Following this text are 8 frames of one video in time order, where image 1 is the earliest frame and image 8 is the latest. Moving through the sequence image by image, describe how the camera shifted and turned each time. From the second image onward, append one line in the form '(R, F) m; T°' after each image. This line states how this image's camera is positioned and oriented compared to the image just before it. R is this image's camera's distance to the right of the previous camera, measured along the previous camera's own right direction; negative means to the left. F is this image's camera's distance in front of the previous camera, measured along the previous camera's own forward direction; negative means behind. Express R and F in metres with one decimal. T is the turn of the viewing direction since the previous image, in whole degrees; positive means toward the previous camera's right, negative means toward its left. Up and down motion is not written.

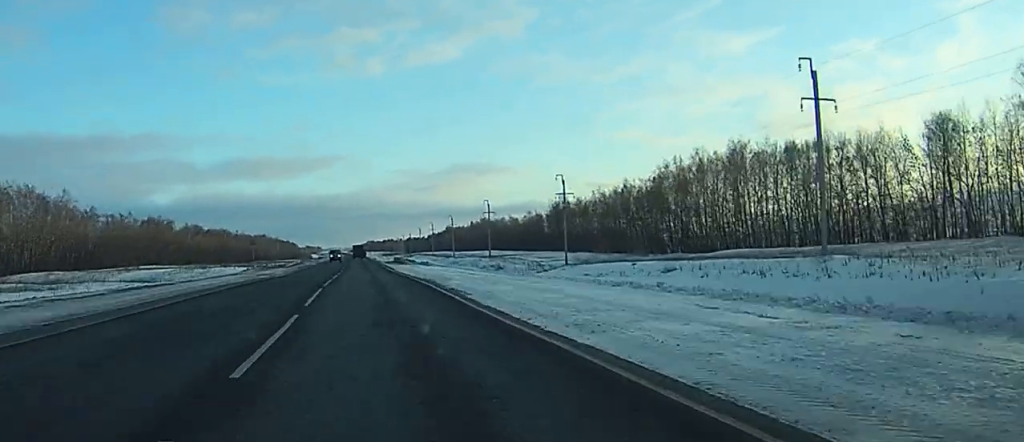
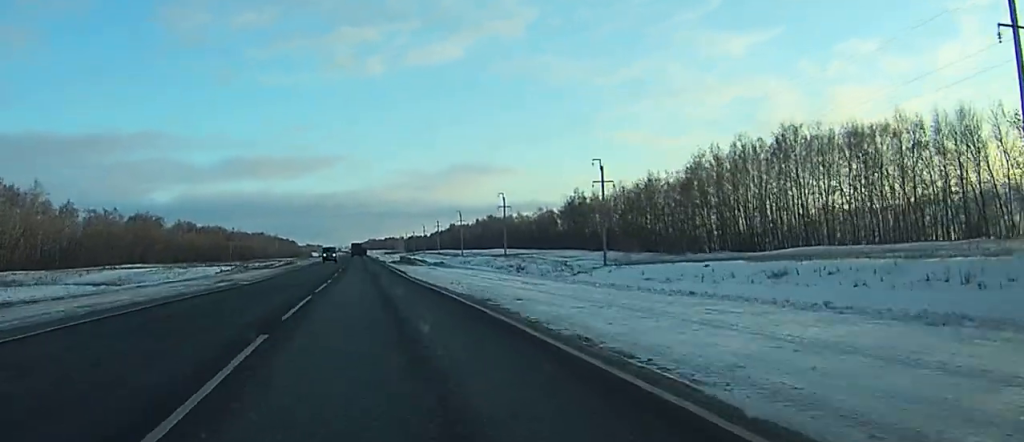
(-0.2, +16.8) m; -1°
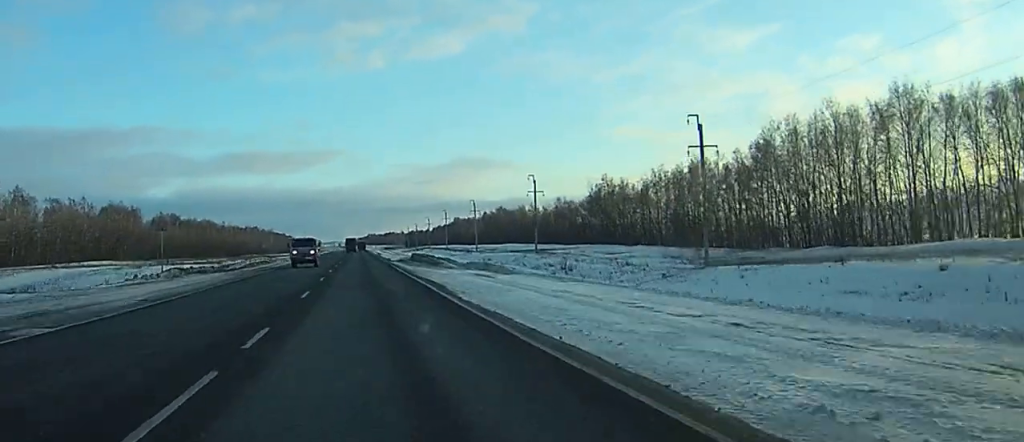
(-0.6, +25.9) m; 0°
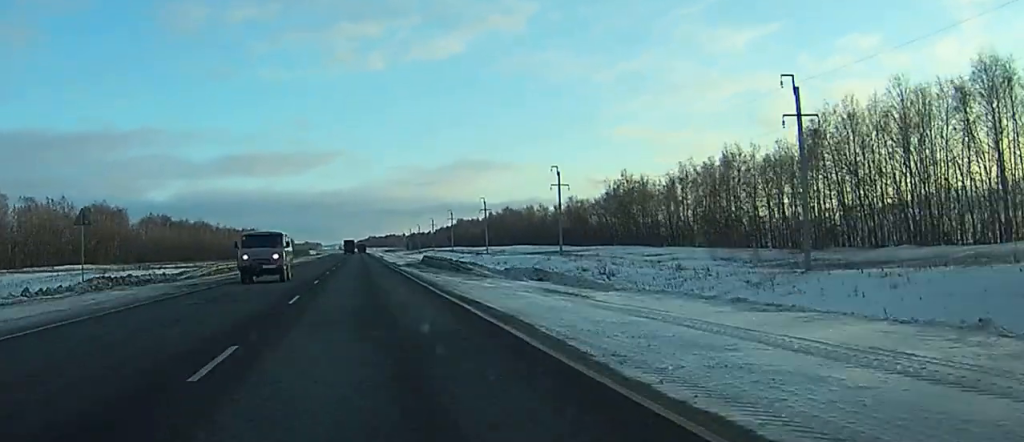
(+0.3, +14.3) m; +1°
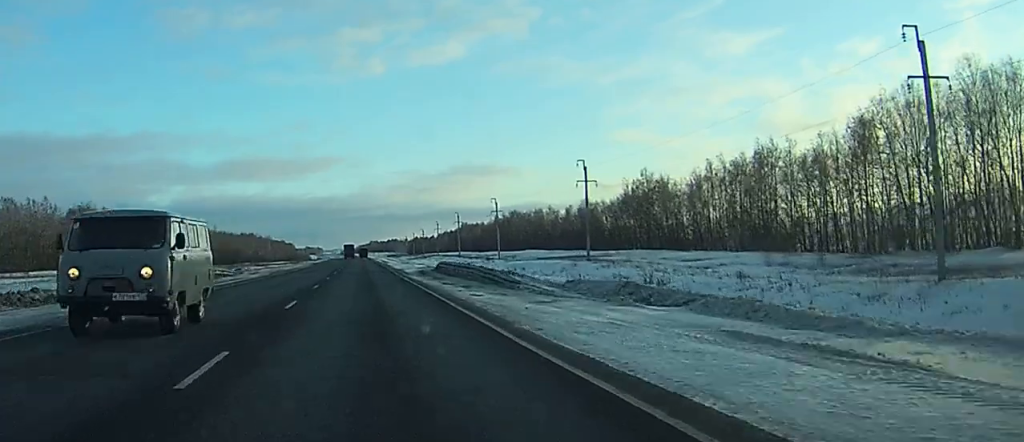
(+0.1, +11.7) m; 0°
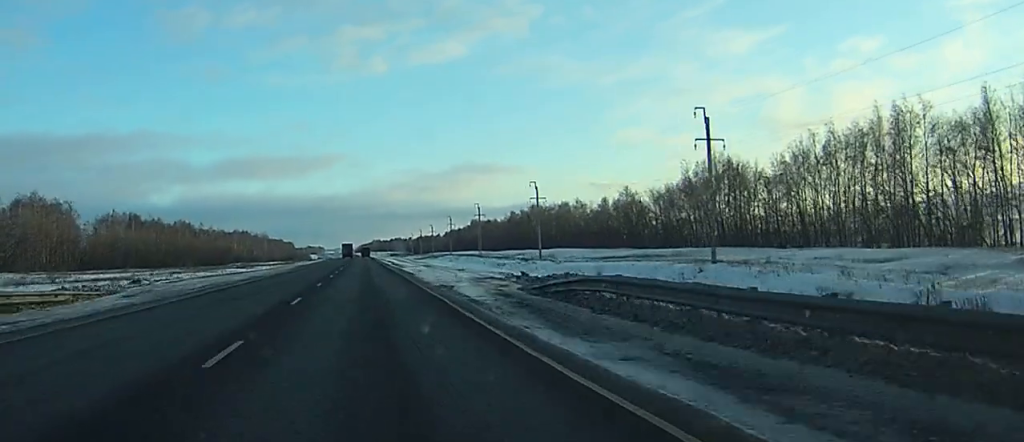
(0.0, +33.1) m; 0°
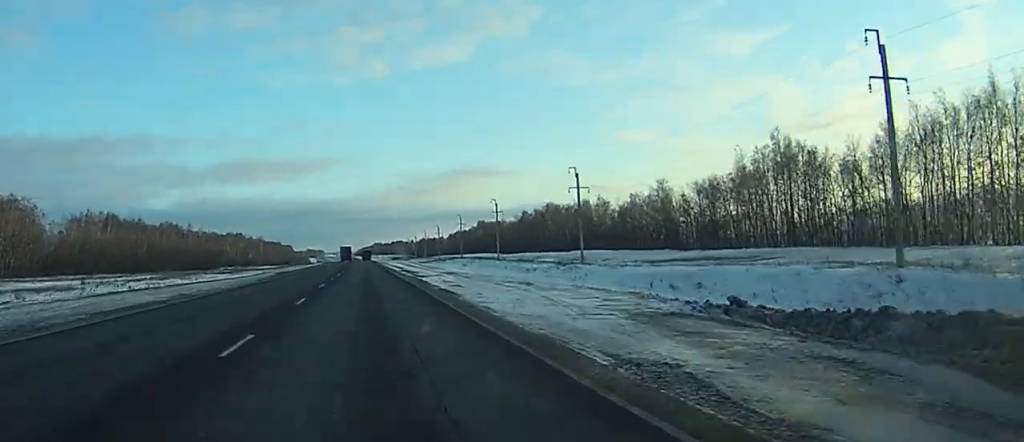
(0.0, +22.5) m; 0°
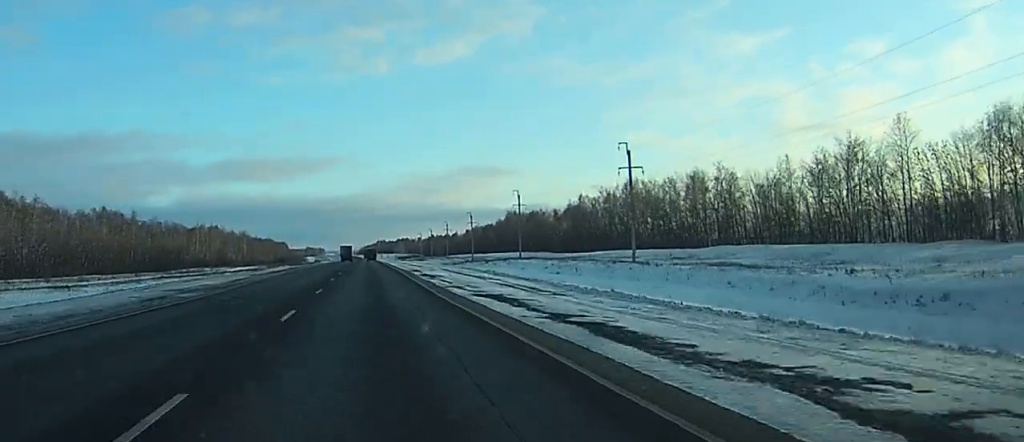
(-0.2, +77.5) m; 0°
